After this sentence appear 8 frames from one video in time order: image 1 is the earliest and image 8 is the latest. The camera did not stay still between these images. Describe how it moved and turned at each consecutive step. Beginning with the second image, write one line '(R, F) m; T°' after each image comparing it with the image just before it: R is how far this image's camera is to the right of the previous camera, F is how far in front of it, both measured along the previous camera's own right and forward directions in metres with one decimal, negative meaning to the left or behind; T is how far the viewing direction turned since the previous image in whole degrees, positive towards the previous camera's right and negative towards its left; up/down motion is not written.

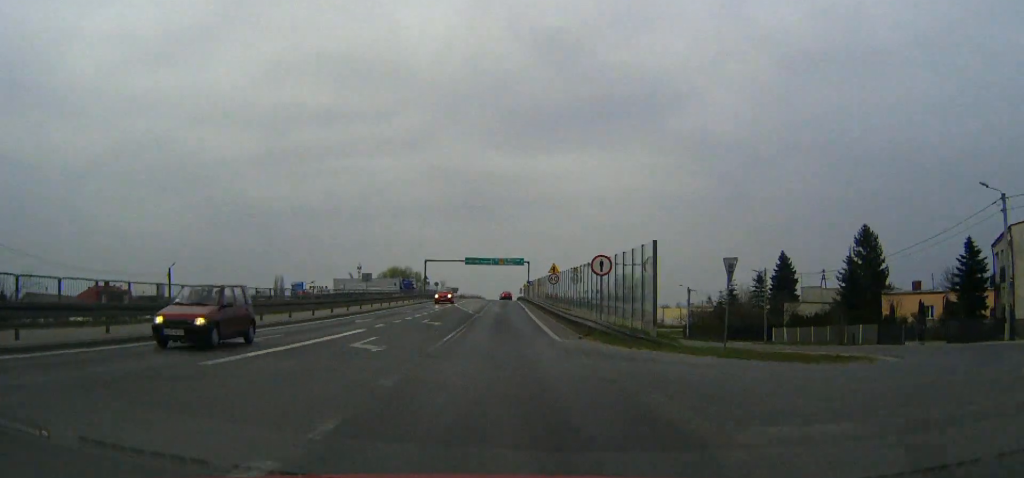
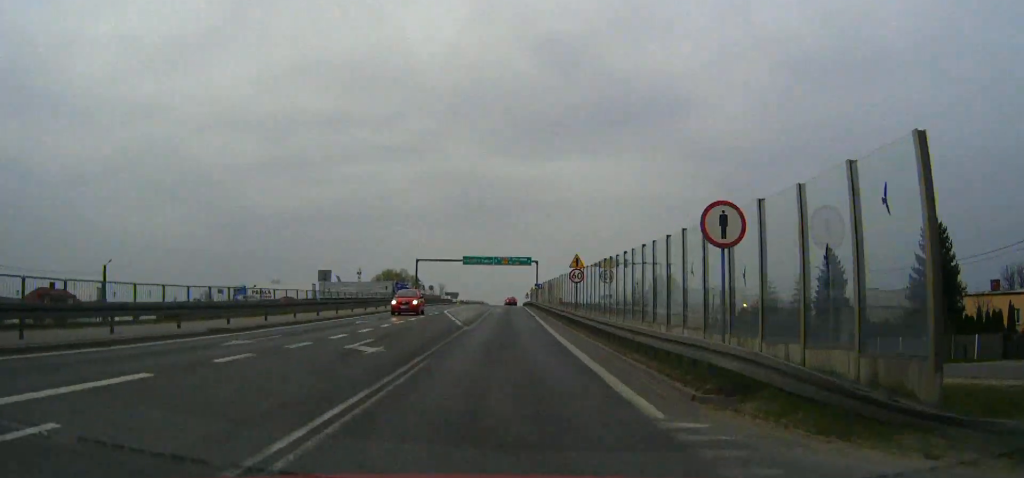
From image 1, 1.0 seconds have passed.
(-0.1, +15.8) m; -1°
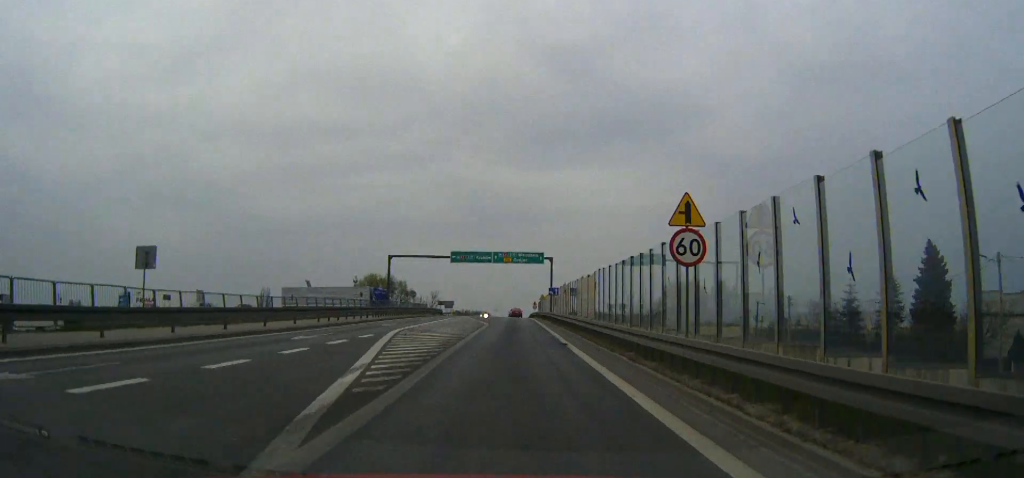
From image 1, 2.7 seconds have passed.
(-0.1, +24.7) m; 0°
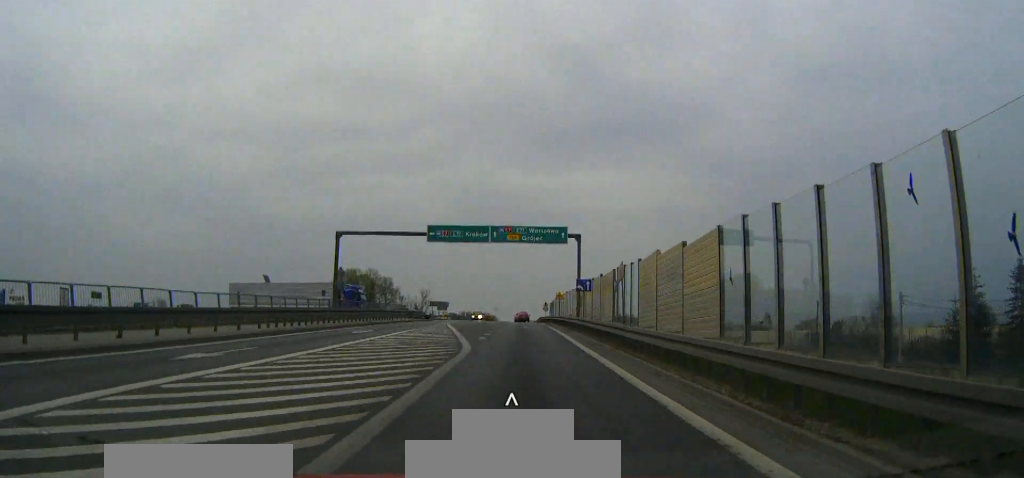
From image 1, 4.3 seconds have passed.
(0.0, +23.5) m; -1°
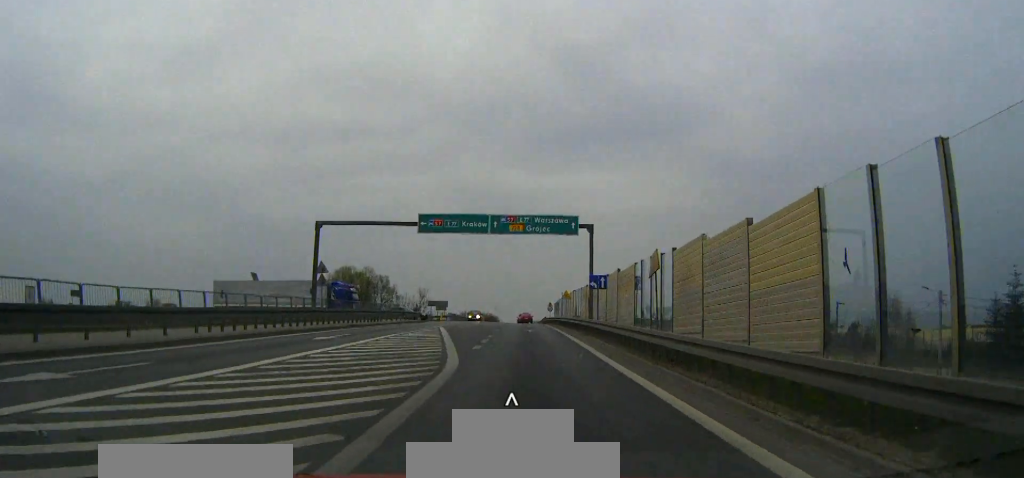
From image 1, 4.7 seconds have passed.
(0.0, +5.8) m; 0°
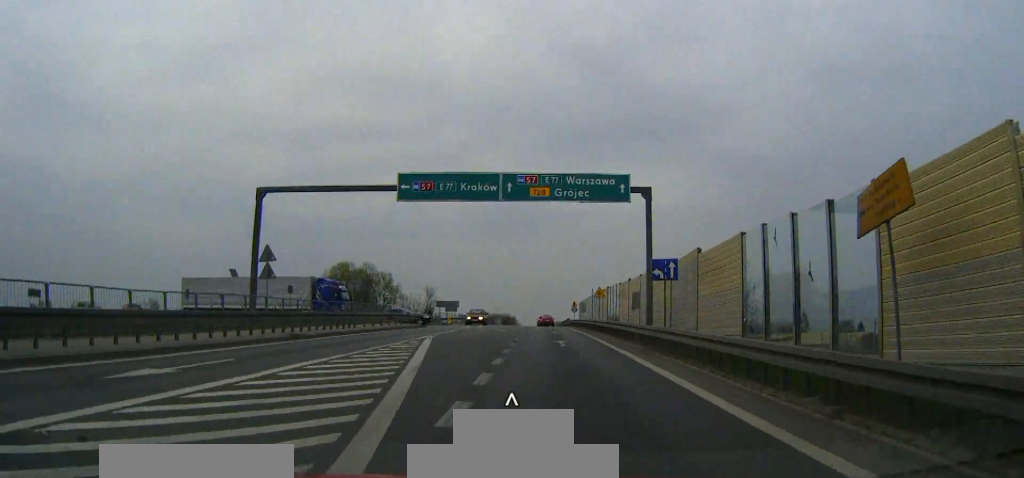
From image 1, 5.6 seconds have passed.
(-0.1, +12.7) m; -1°
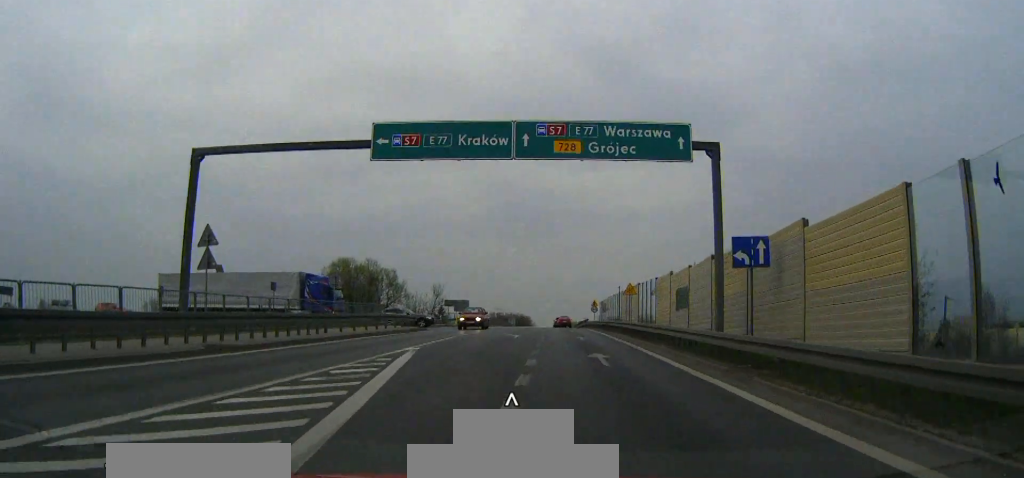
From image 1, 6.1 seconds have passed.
(-0.1, +7.8) m; -1°
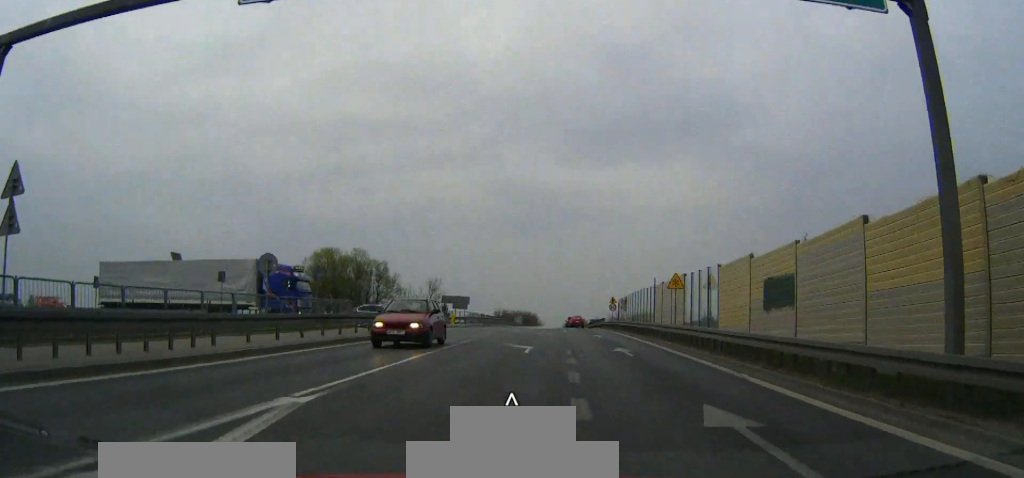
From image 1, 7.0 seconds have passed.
(-0.1, +11.2) m; 0°
